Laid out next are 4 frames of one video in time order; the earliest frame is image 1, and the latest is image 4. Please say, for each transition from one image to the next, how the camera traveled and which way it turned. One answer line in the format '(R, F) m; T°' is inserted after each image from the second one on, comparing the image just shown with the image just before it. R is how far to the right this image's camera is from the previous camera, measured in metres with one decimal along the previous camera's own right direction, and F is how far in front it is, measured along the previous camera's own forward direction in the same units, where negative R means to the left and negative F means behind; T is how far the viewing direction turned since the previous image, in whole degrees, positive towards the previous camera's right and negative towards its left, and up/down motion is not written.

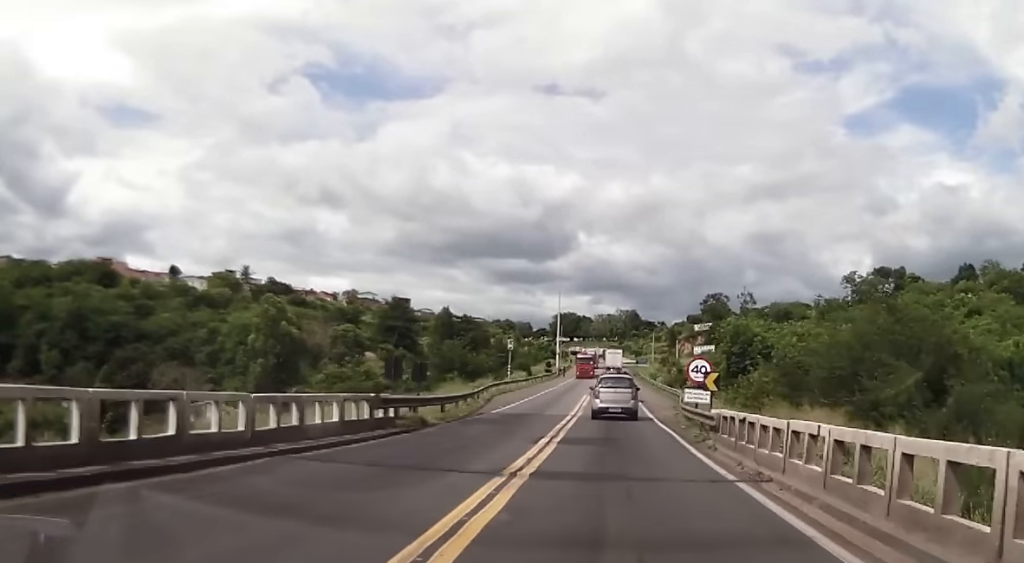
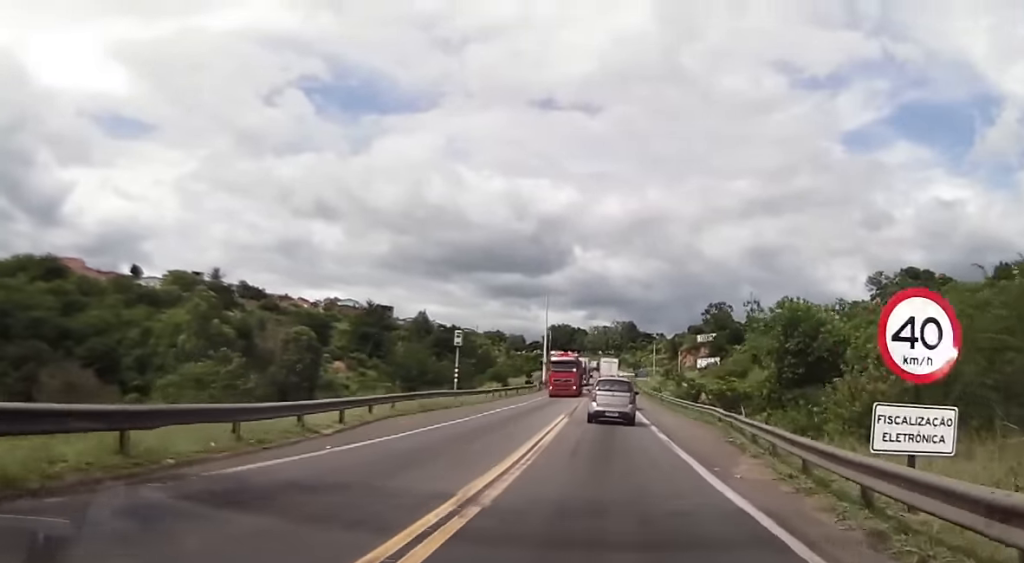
(-0.1, +21.2) m; 0°
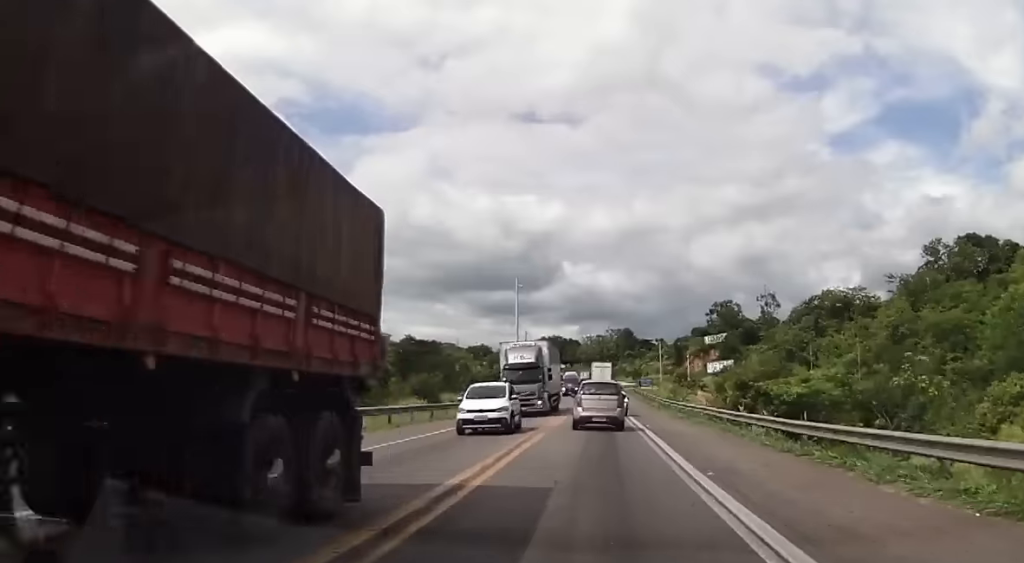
(+0.5, +34.9) m; +1°
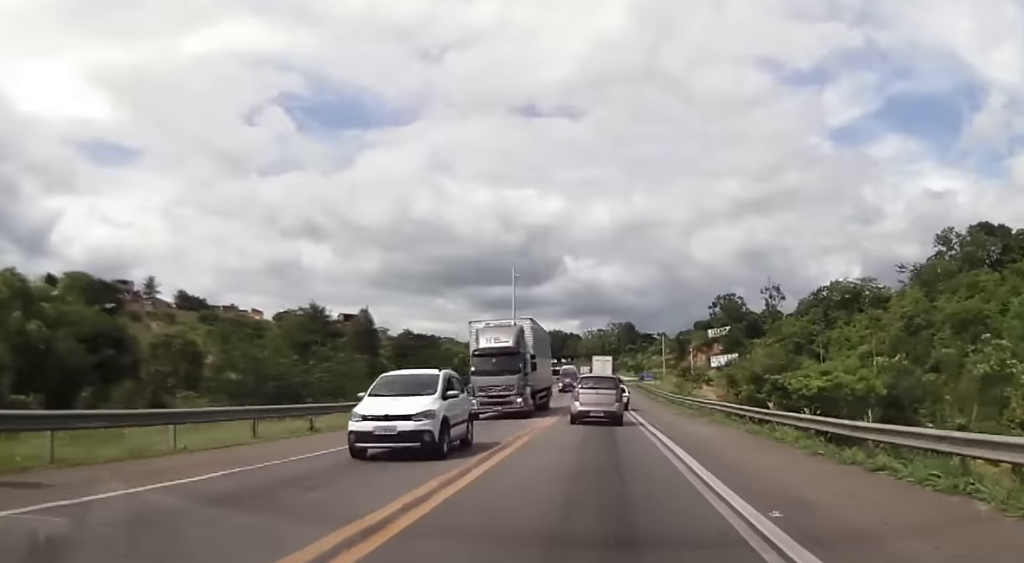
(+0.4, +4.7) m; 0°
